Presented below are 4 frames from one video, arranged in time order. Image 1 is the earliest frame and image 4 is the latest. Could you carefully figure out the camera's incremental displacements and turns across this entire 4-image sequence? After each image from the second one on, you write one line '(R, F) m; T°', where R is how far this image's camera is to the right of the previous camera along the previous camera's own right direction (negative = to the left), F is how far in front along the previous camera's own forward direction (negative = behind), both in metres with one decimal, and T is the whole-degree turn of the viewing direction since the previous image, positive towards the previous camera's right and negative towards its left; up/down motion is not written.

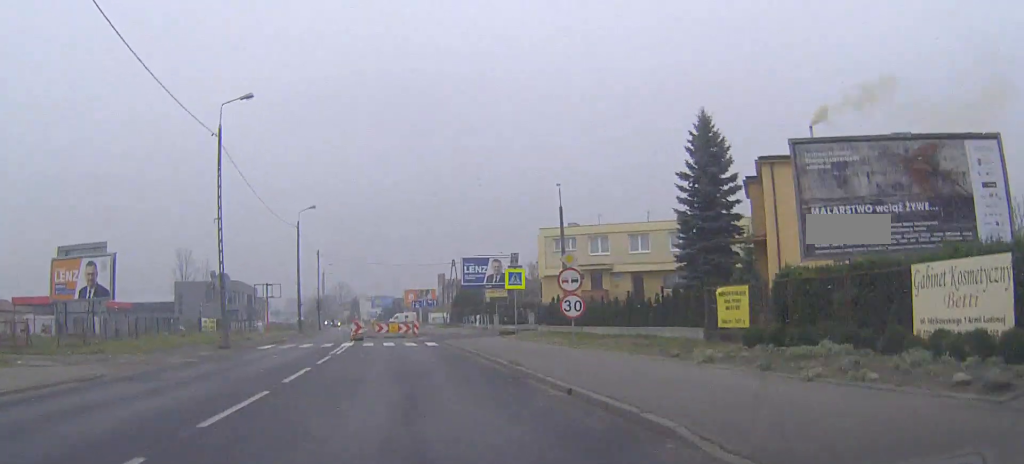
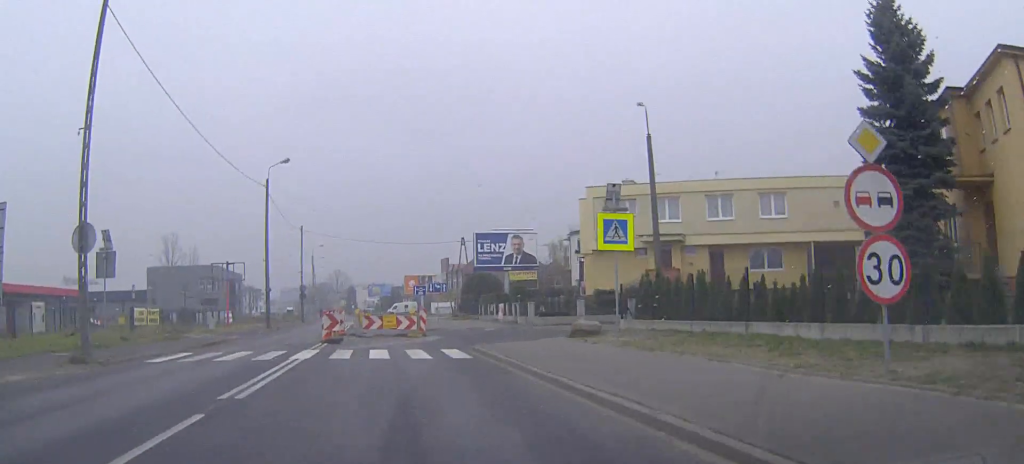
(0.0, +16.0) m; 0°
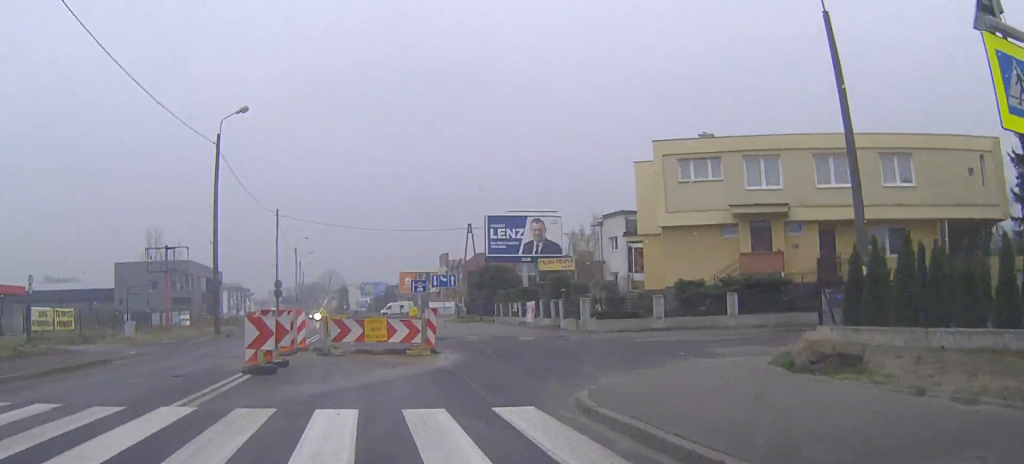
(0.0, +13.7) m; +1°
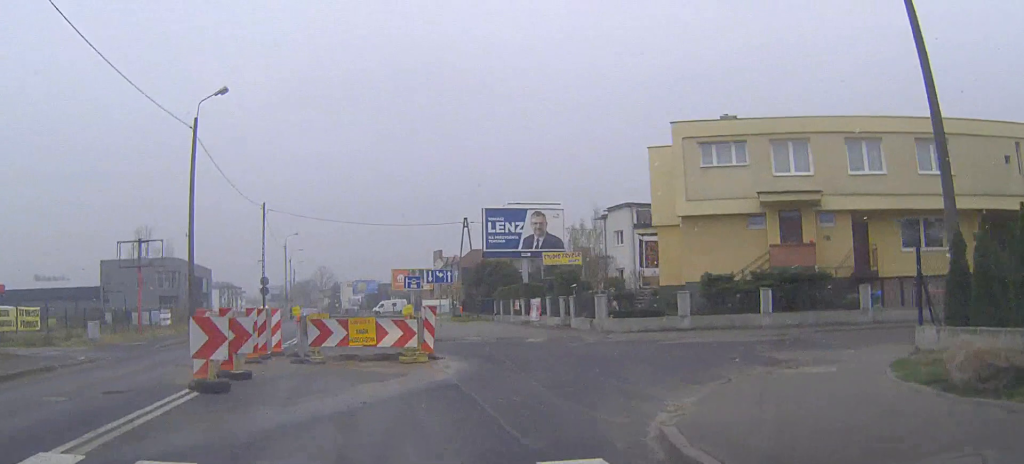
(0.0, +3.8) m; +2°
